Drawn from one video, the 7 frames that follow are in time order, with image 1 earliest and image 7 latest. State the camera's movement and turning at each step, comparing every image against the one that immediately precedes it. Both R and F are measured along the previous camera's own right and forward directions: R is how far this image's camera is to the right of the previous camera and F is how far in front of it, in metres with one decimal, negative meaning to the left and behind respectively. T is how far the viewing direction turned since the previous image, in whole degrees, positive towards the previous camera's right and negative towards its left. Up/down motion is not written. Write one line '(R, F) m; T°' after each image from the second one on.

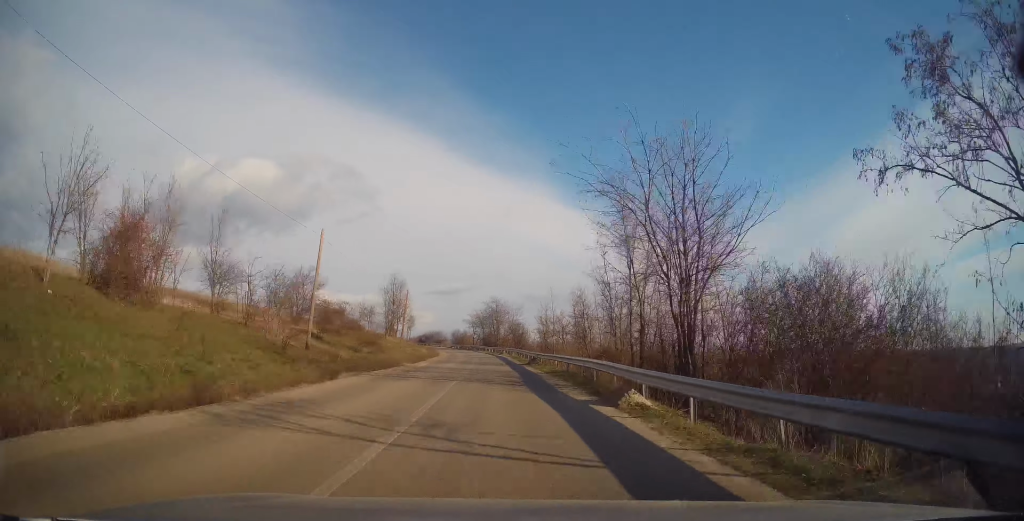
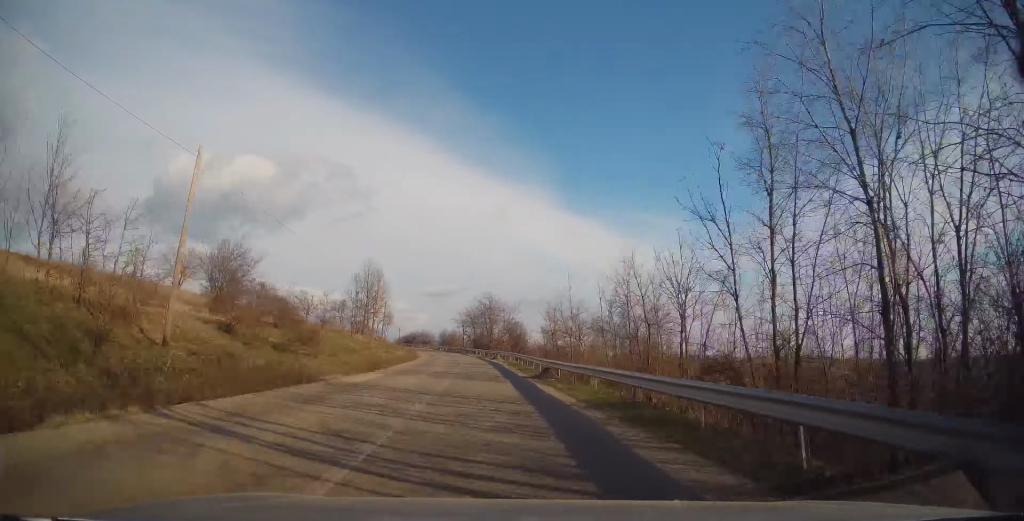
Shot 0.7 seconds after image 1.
(-0.1, +12.2) m; +1°
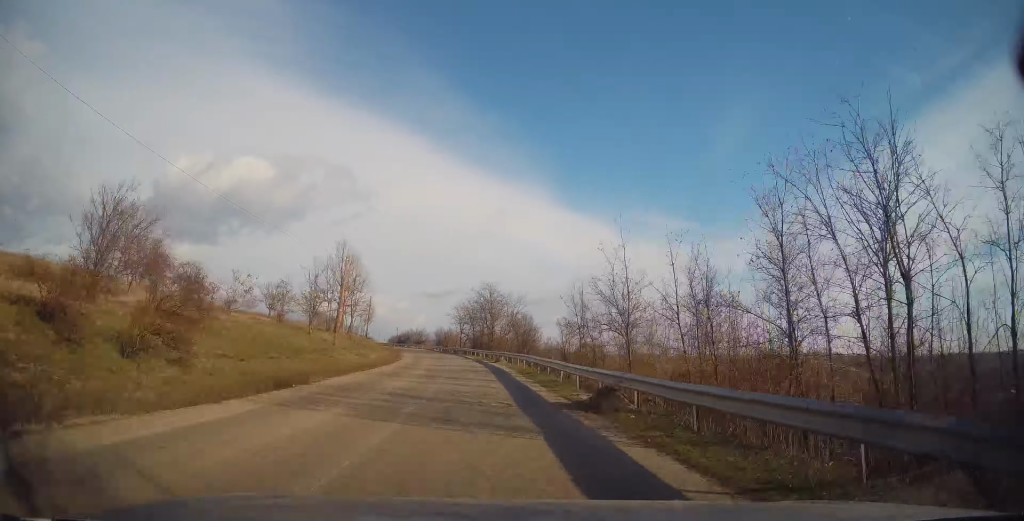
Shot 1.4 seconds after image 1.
(+0.3, +12.8) m; +1°
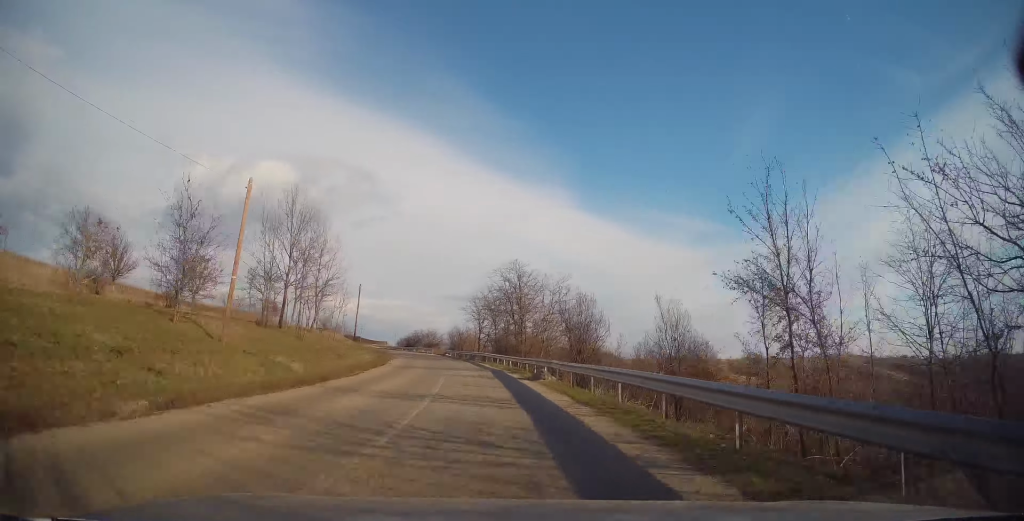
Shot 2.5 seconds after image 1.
(-0.1, +19.5) m; -2°
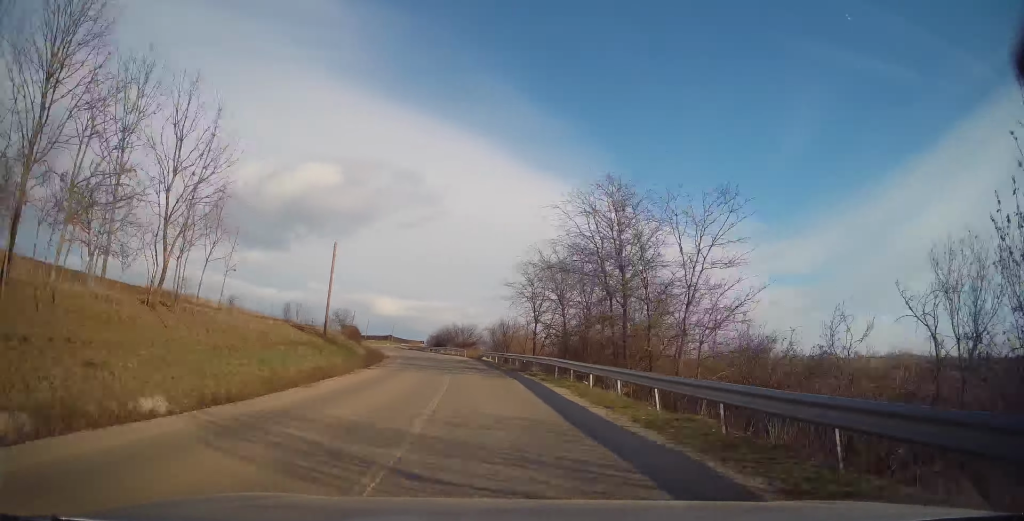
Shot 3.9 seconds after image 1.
(-1.1, +26.3) m; -5°
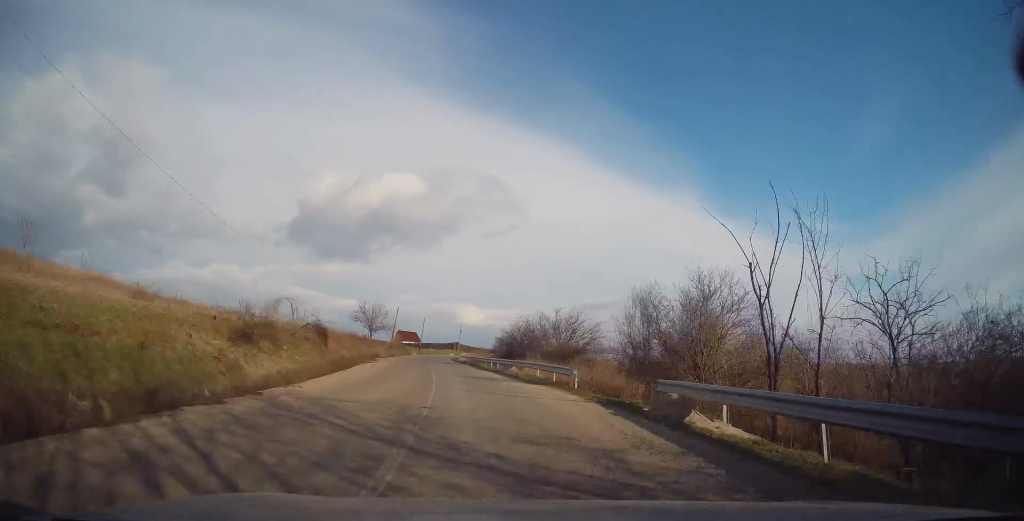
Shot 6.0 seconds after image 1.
(-3.0, +38.0) m; -10°
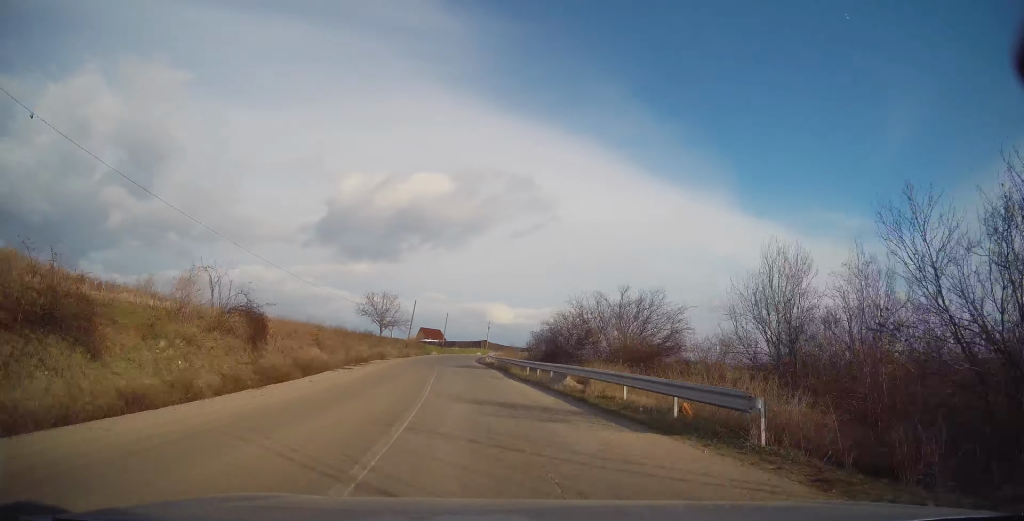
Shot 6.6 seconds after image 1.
(-0.4, +12.1) m; -3°
